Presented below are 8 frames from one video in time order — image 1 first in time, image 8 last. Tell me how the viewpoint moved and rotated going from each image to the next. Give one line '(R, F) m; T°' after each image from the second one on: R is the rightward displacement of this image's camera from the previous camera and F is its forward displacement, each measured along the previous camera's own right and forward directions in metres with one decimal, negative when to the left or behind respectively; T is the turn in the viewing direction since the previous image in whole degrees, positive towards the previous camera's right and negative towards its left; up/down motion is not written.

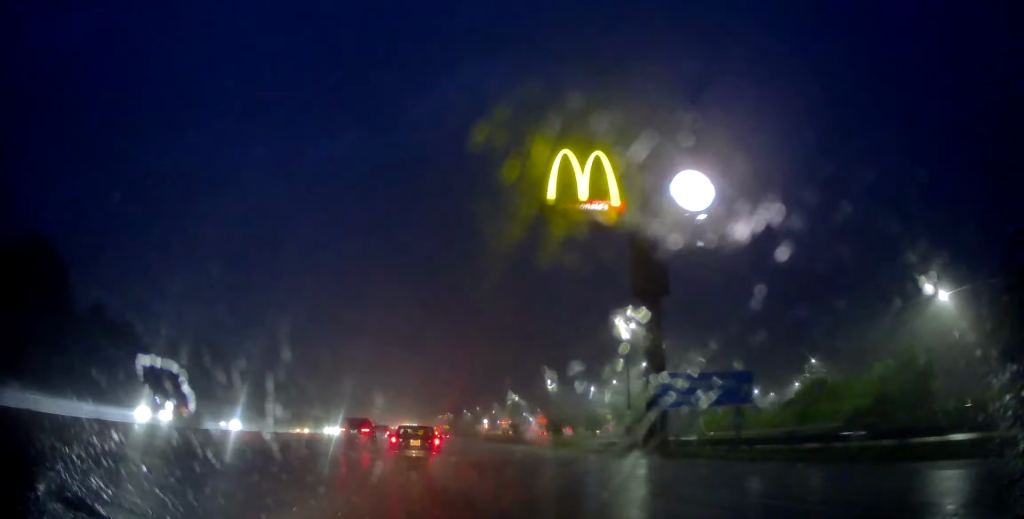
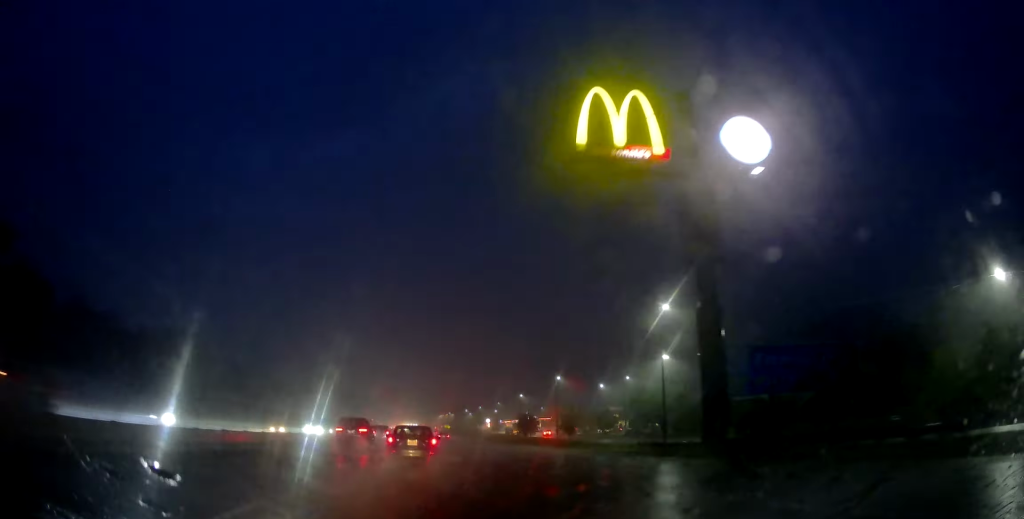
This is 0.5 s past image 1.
(0.0, +8.3) m; 0°
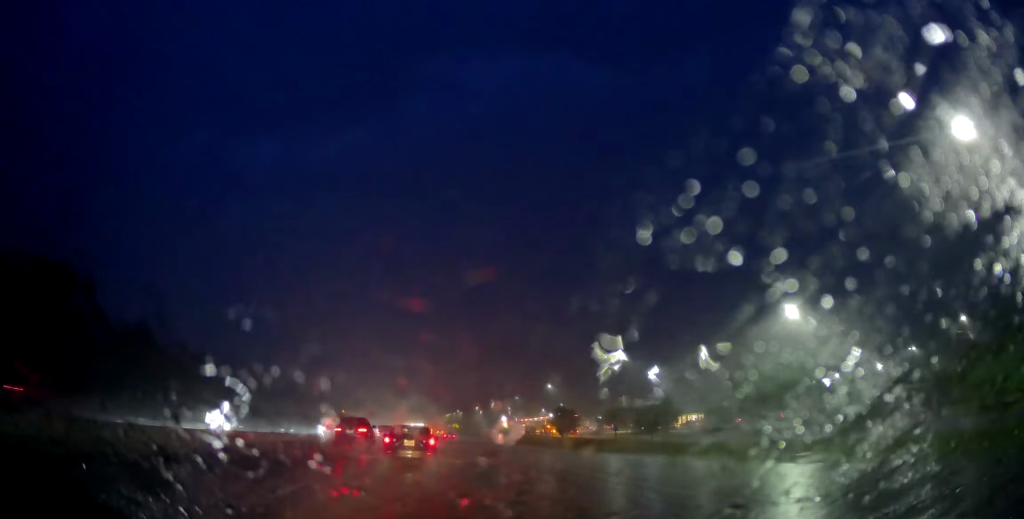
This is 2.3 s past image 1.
(+0.2, +32.6) m; 0°
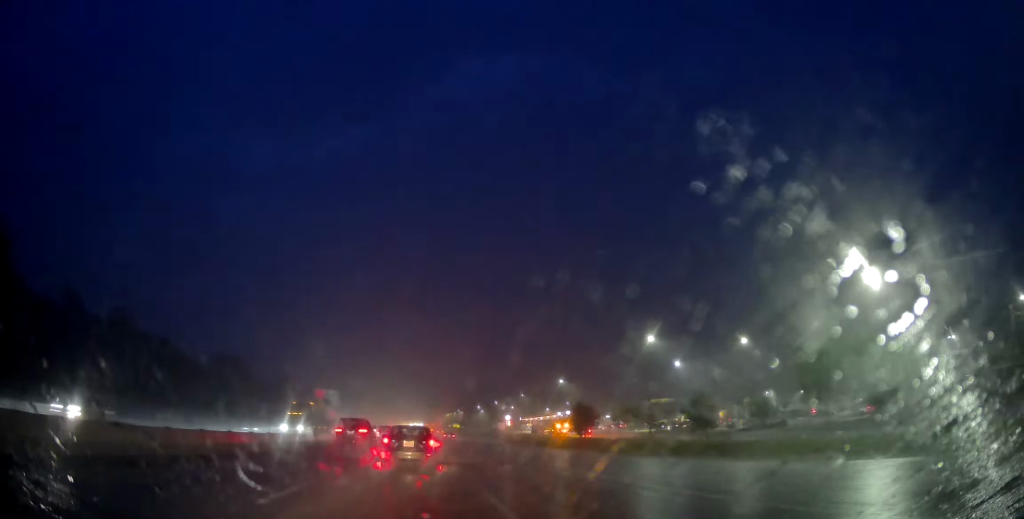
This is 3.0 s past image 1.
(-0.1, +12.8) m; 0°
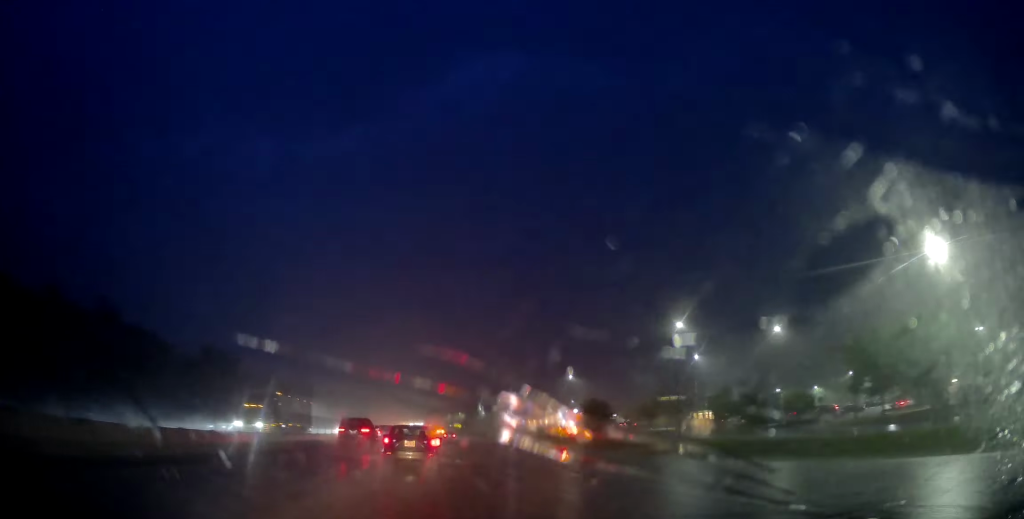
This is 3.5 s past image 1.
(0.0, +8.1) m; 0°
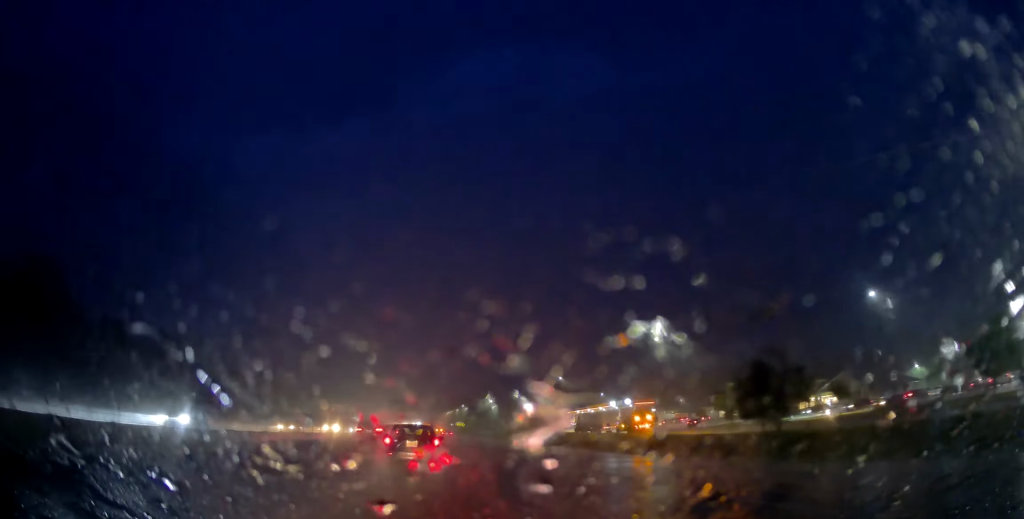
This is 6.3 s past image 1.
(-0.3, +48.7) m; 0°
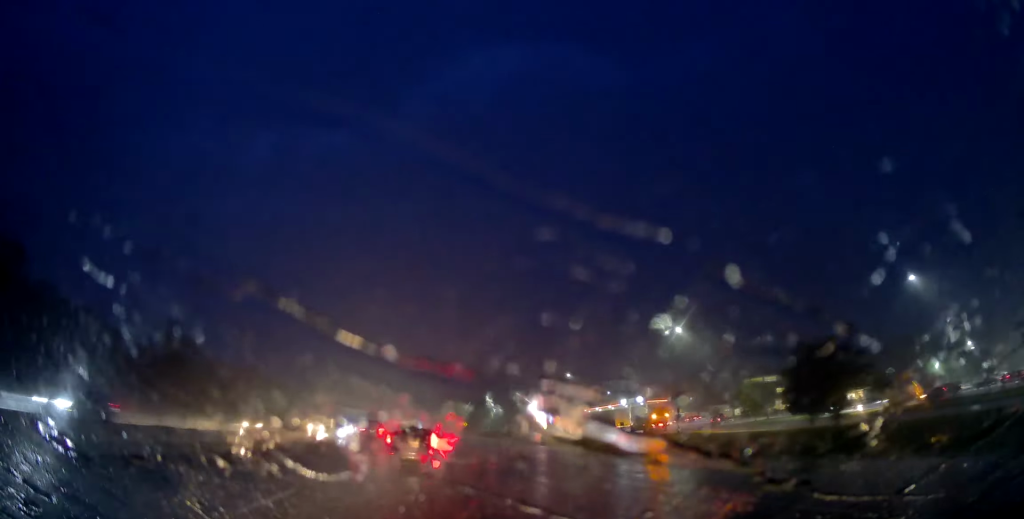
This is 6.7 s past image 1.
(0.0, +6.7) m; +1°
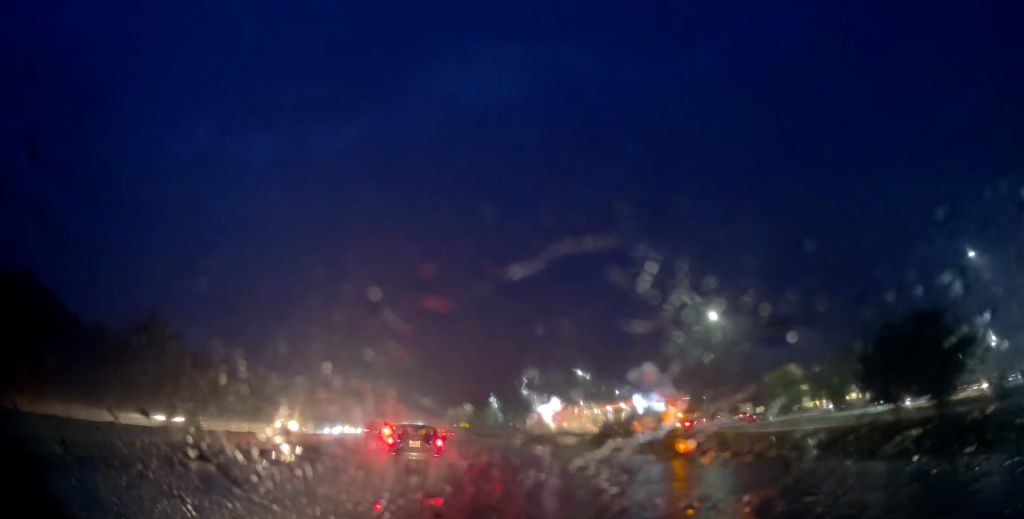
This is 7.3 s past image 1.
(-0.1, +8.9) m; +1°
